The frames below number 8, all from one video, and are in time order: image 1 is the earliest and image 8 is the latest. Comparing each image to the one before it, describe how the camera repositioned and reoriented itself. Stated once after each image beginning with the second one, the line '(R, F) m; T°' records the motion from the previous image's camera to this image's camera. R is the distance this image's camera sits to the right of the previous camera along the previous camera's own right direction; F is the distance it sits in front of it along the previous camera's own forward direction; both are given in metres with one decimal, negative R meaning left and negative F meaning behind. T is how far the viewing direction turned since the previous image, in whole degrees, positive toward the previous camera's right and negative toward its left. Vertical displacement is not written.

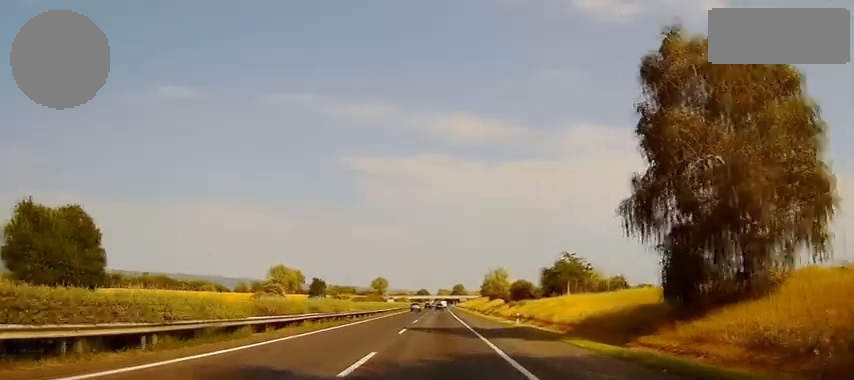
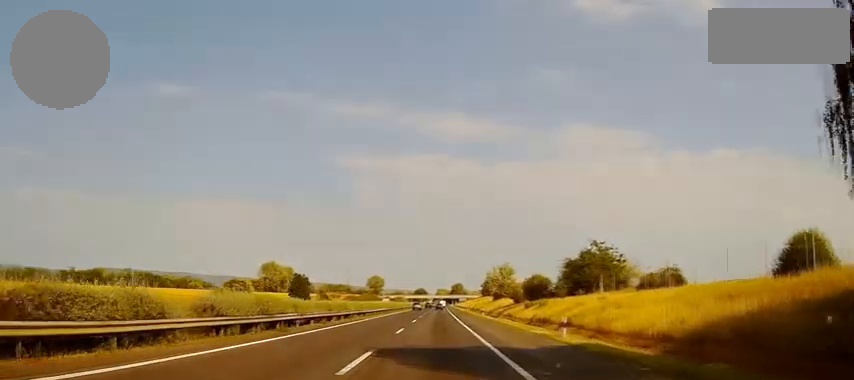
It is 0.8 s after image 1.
(0.0, +17.5) m; 0°
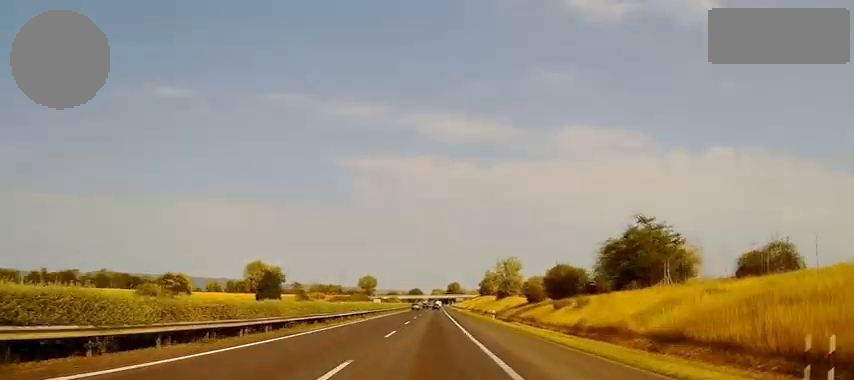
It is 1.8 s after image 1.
(+0.1, +20.4) m; 0°
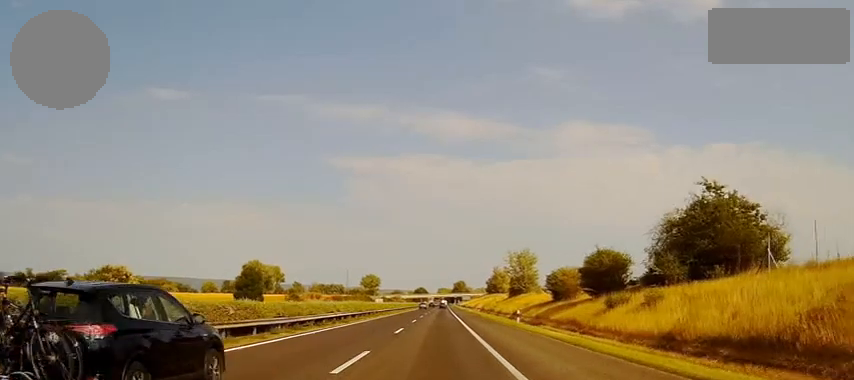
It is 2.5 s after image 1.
(0.0, +14.7) m; 0°
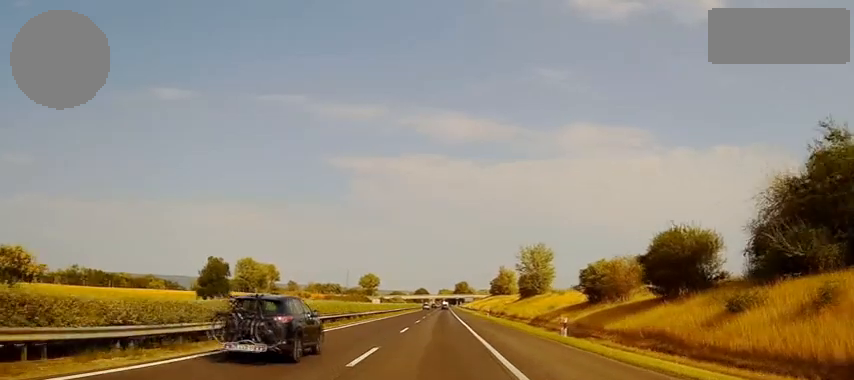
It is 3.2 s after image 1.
(+0.1, +15.7) m; 0°
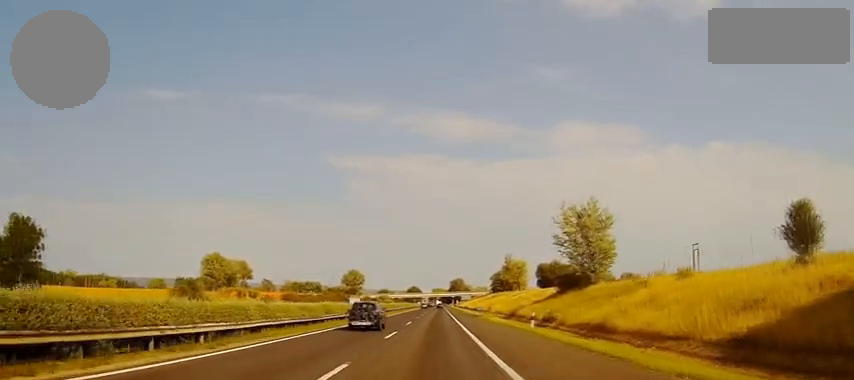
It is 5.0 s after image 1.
(-0.2, +41.2) m; 0°
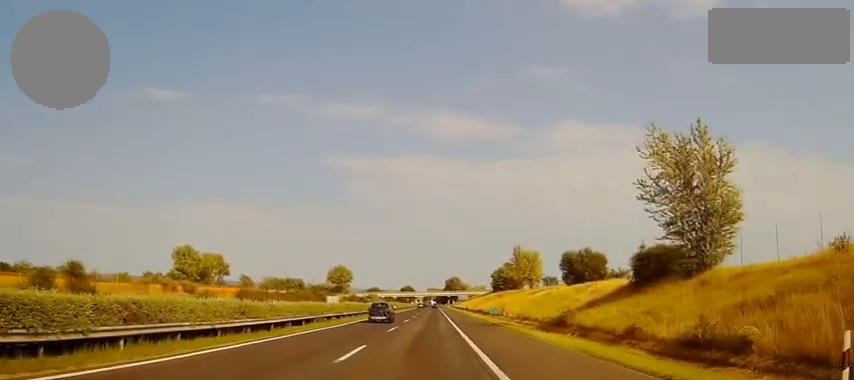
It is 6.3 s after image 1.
(+0.3, +29.1) m; +1°
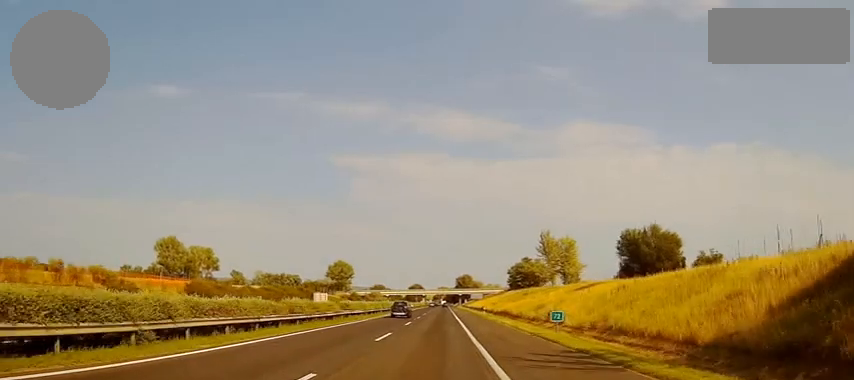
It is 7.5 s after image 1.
(+0.1, +27.1) m; 0°
